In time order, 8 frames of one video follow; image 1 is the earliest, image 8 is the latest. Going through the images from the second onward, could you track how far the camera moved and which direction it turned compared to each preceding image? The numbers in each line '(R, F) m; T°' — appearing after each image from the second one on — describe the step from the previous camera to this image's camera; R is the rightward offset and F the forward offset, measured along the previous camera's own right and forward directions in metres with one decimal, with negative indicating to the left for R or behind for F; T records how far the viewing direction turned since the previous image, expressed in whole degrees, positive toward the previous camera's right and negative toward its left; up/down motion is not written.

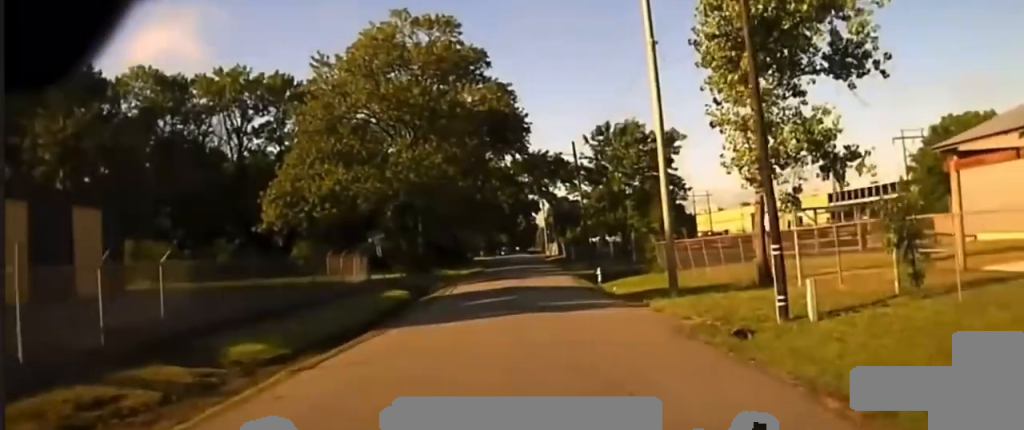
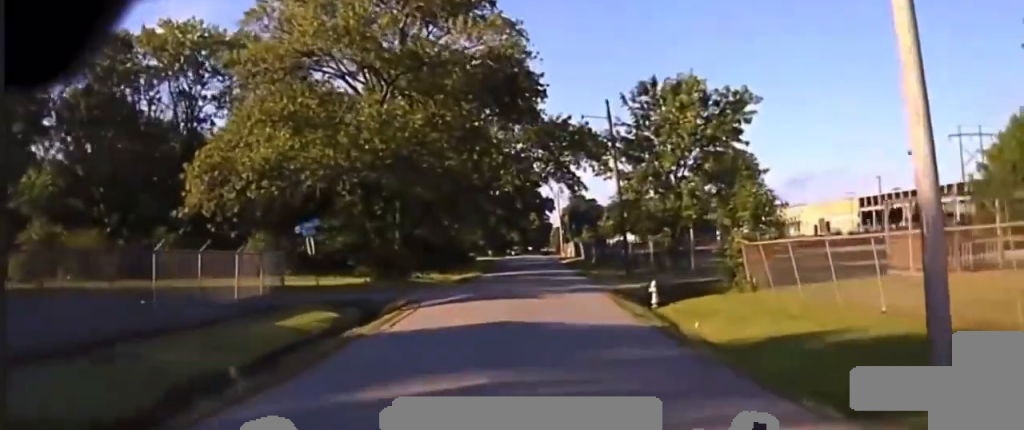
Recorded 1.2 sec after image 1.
(-2.5, +18.0) m; -8°
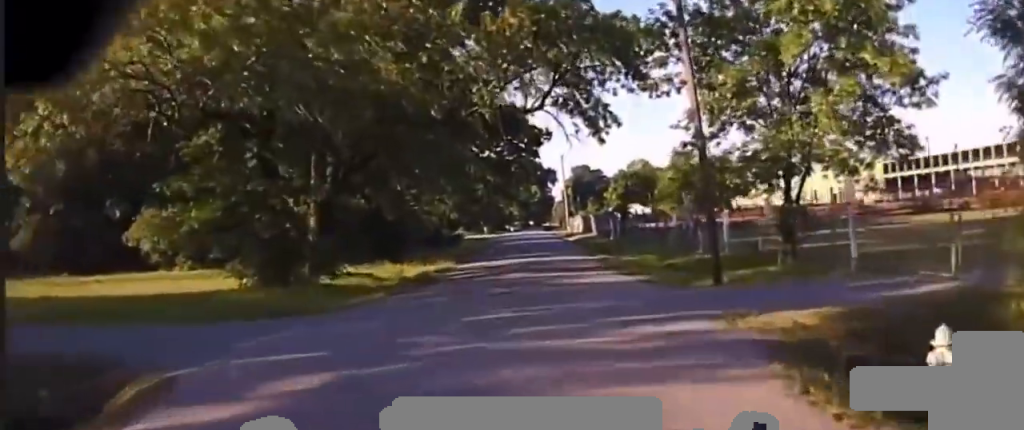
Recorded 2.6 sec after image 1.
(0.0, +20.4) m; -9°
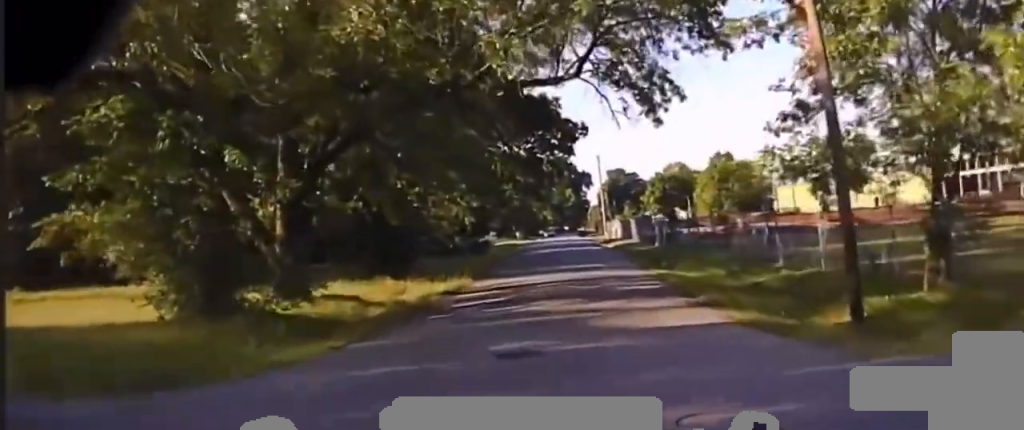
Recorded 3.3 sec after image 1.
(-1.5, +9.1) m; -22°
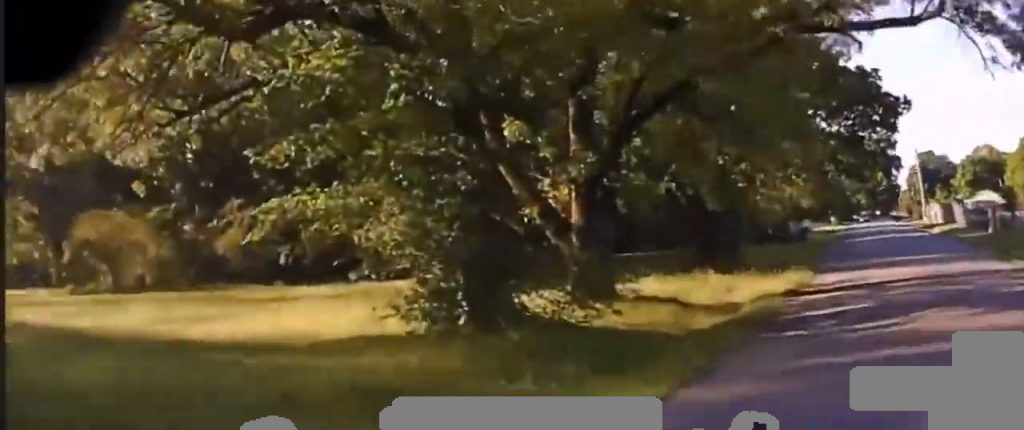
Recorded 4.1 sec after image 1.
(-2.0, +7.3) m; -17°
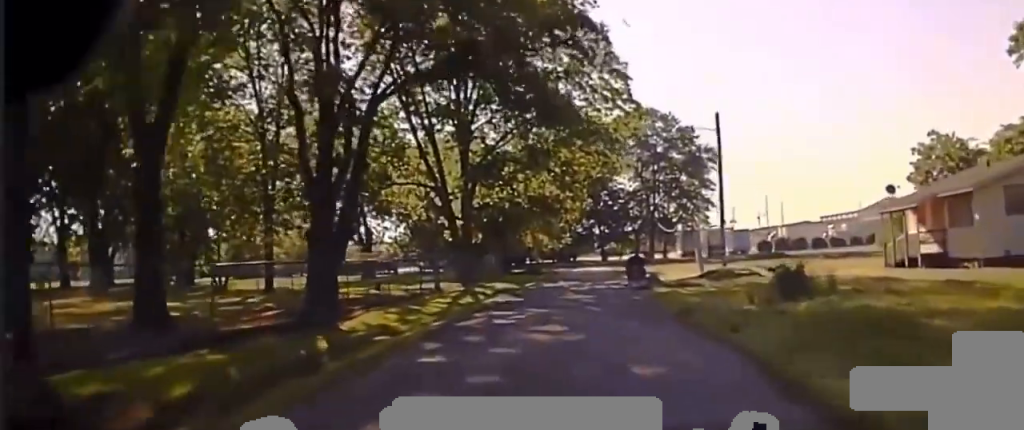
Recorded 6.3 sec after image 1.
(-3.7, +15.0) m; -30°
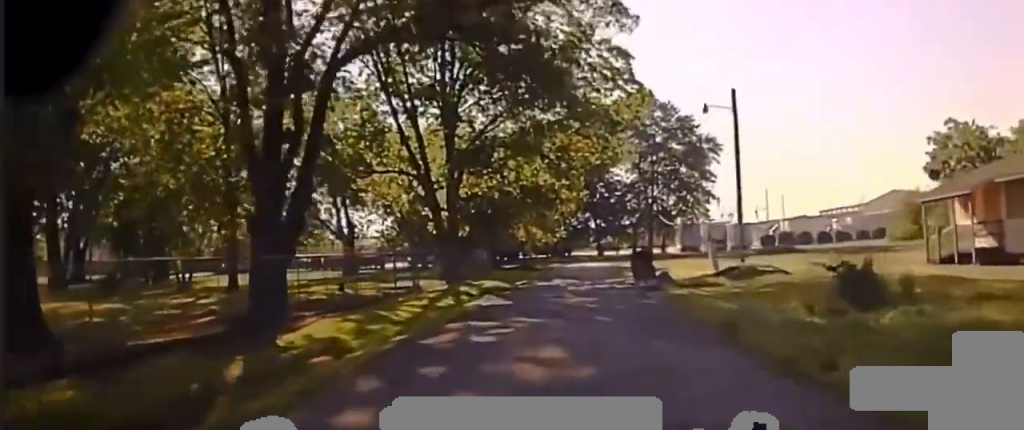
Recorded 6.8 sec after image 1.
(-0.2, +3.1) m; -6°
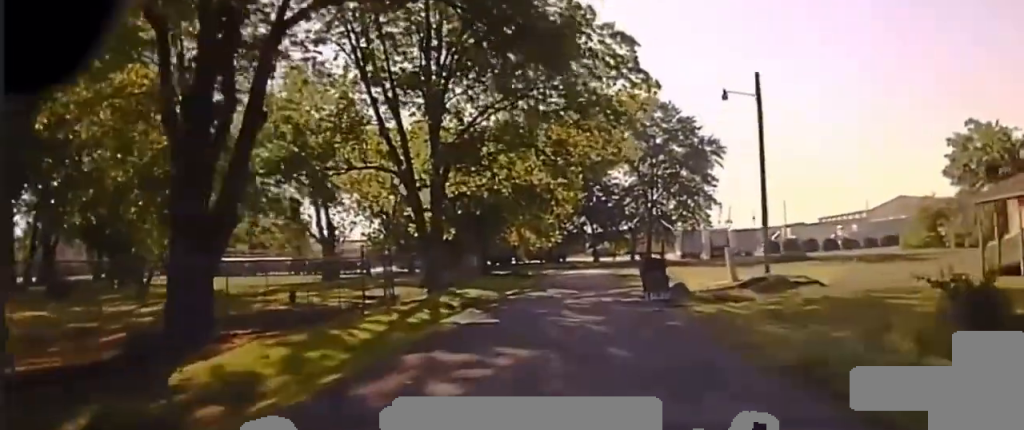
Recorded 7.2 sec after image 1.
(-0.3, +3.2) m; -3°
